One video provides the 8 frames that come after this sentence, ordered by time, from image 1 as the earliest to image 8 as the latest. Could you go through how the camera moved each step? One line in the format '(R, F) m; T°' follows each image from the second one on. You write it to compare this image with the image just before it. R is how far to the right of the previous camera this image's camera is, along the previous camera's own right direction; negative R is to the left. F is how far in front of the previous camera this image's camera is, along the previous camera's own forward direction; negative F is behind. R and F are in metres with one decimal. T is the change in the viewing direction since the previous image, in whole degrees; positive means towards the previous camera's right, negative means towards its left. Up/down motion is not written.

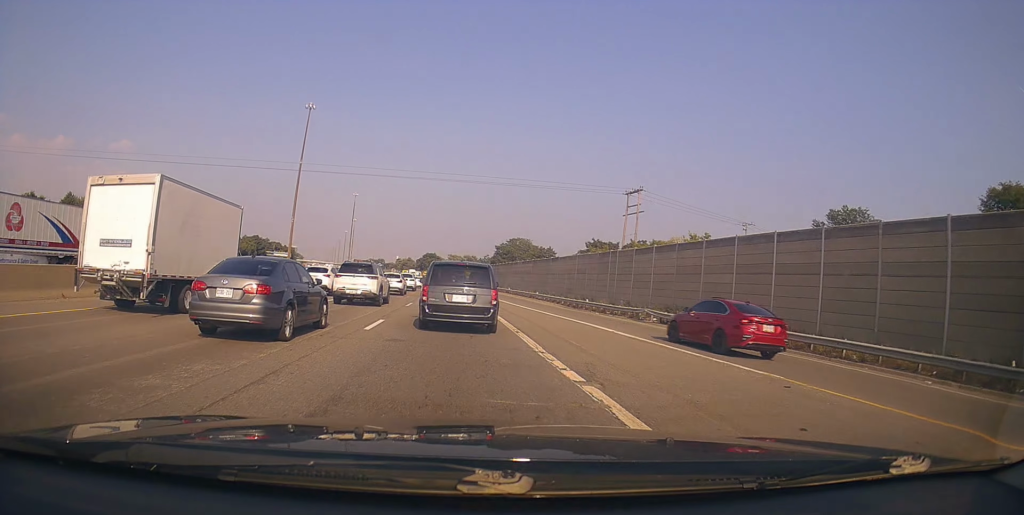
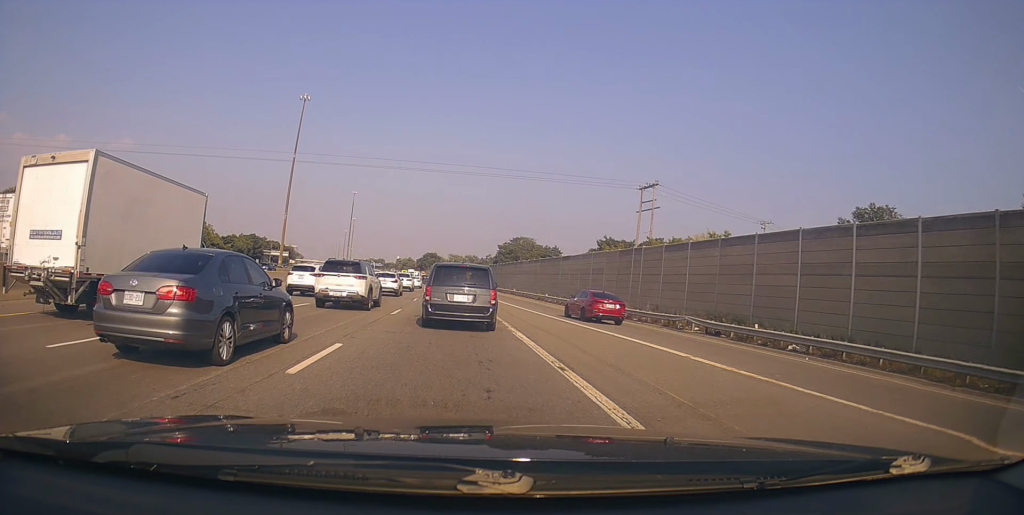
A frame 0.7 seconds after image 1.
(-0.1, +5.9) m; -1°
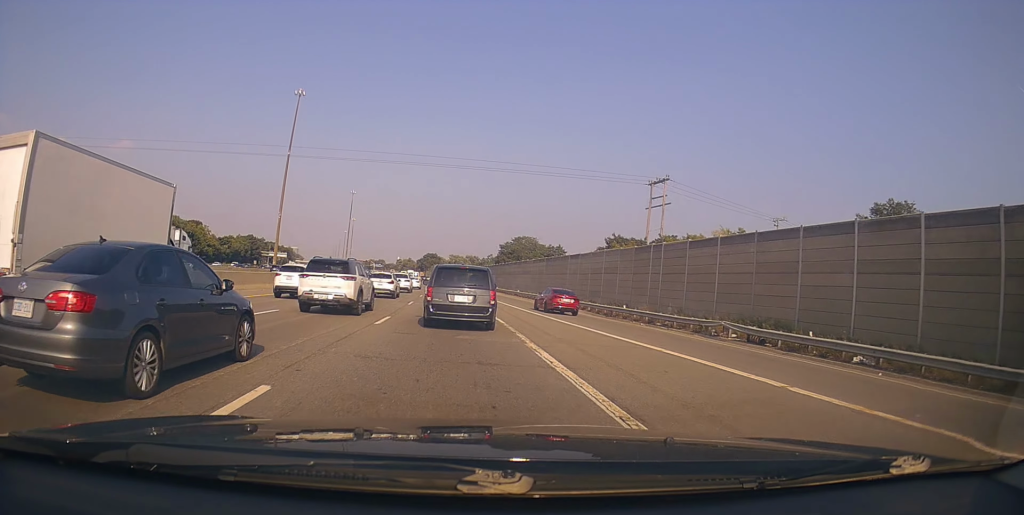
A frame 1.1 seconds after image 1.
(0.0, +3.8) m; 0°
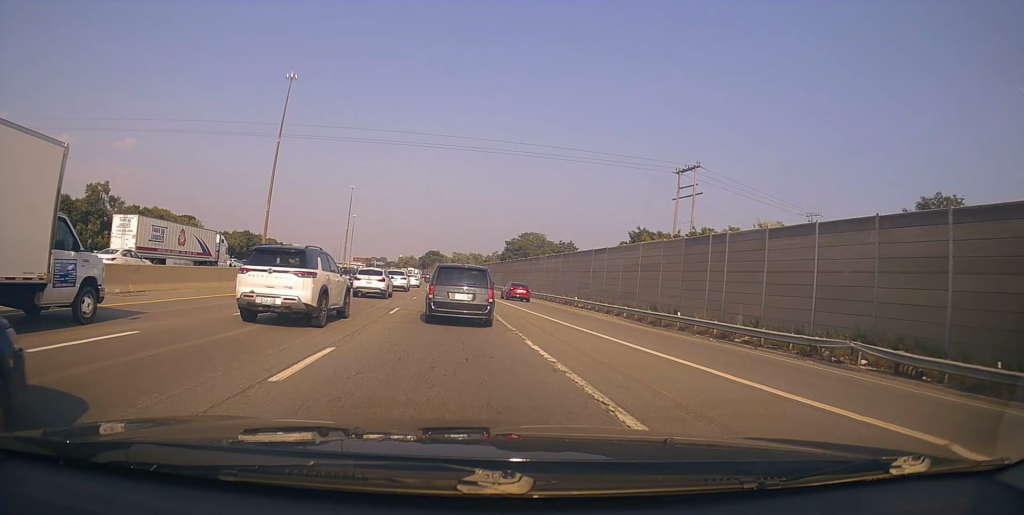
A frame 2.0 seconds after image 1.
(+0.1, +8.6) m; -1°
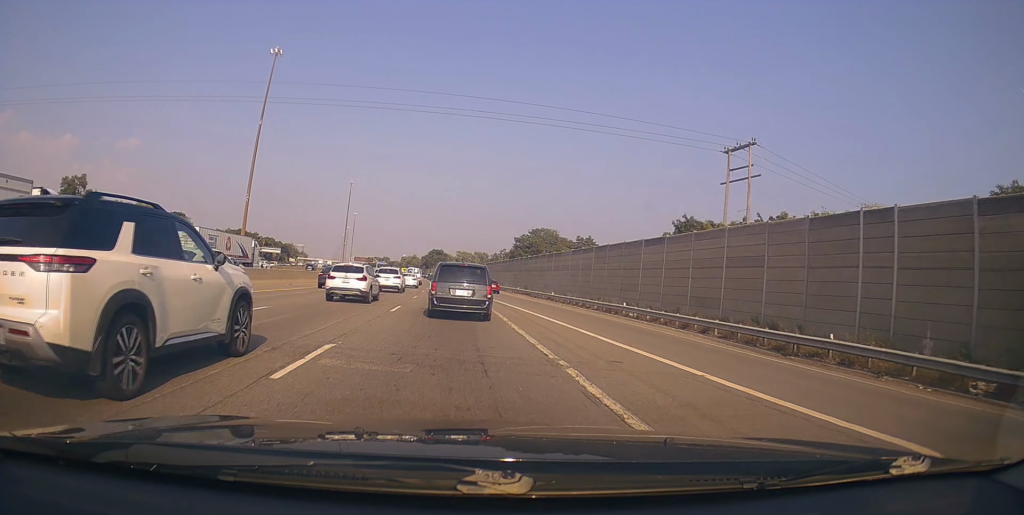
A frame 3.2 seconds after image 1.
(-0.4, +12.1) m; +2°
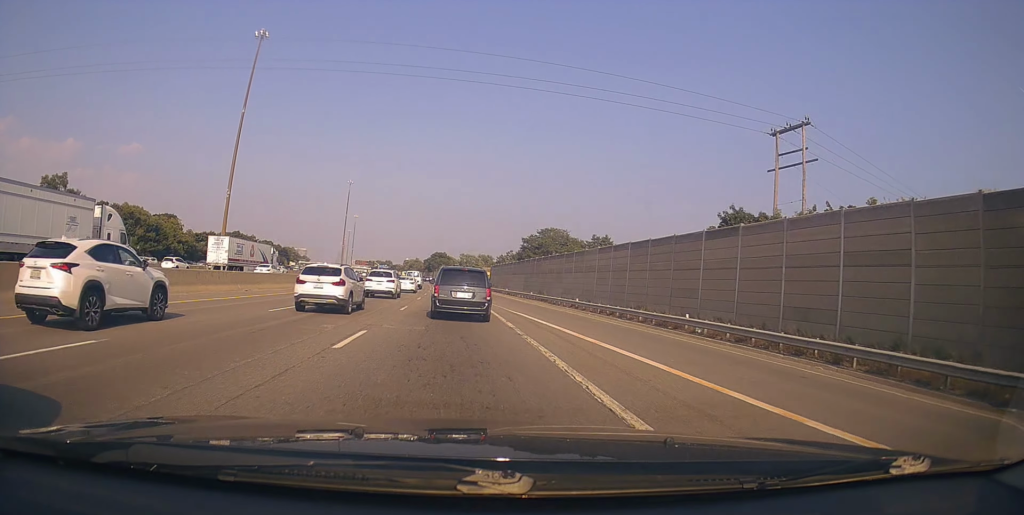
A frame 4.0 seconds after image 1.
(+0.7, +9.0) m; +2°
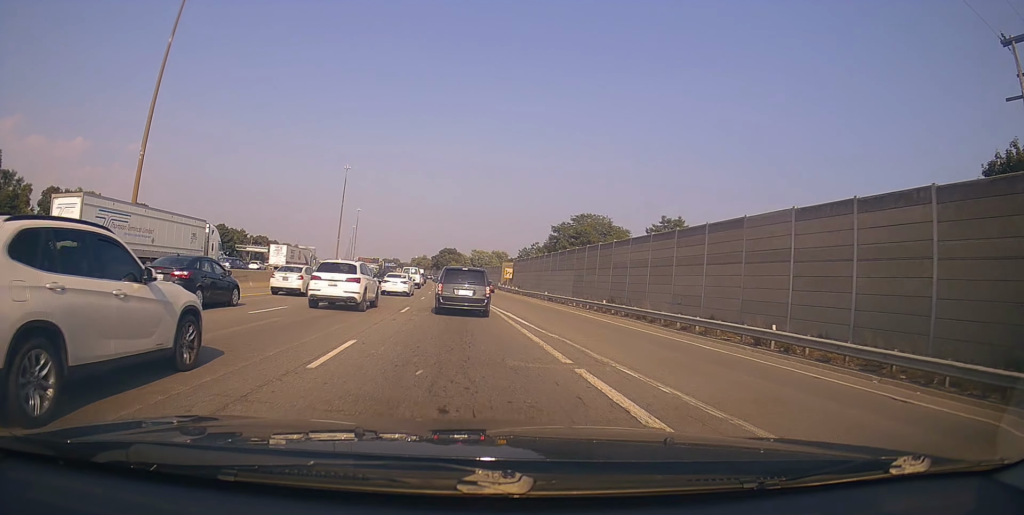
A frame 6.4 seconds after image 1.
(-1.4, +26.5) m; -4°
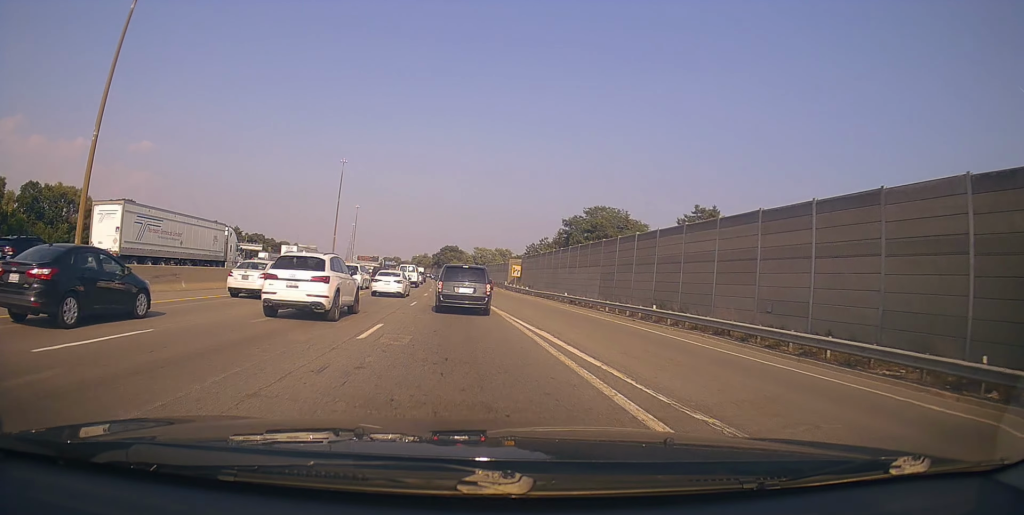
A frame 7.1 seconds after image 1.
(+0.3, +8.8) m; +2°
